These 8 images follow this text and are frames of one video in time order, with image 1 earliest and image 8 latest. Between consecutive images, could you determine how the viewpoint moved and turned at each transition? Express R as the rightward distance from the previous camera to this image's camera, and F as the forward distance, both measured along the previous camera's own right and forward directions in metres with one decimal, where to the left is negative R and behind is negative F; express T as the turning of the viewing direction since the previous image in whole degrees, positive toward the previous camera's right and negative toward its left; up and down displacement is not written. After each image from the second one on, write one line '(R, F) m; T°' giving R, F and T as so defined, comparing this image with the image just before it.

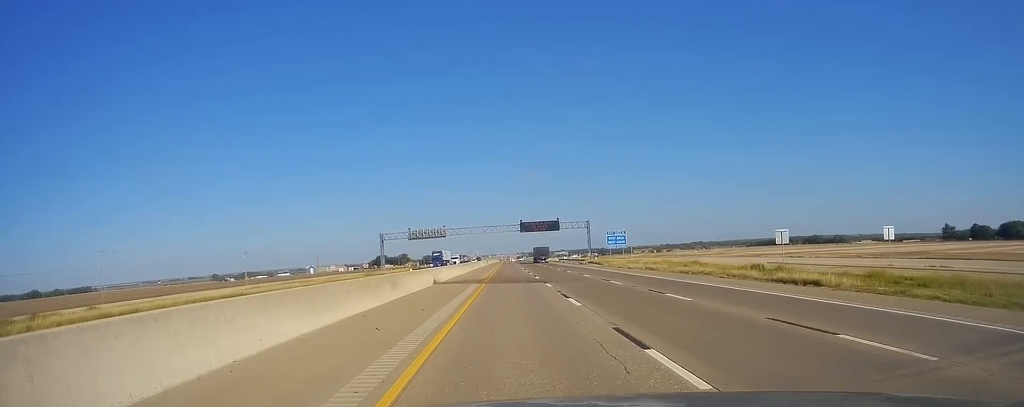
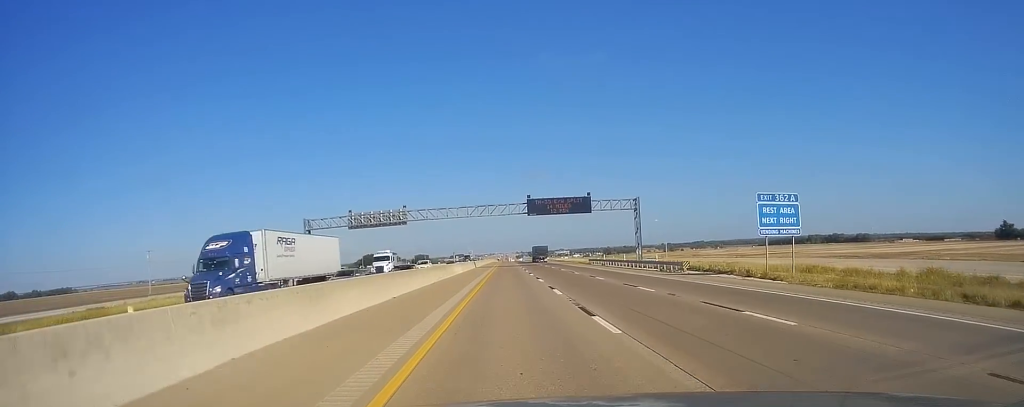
(+0.1, +56.1) m; +1°
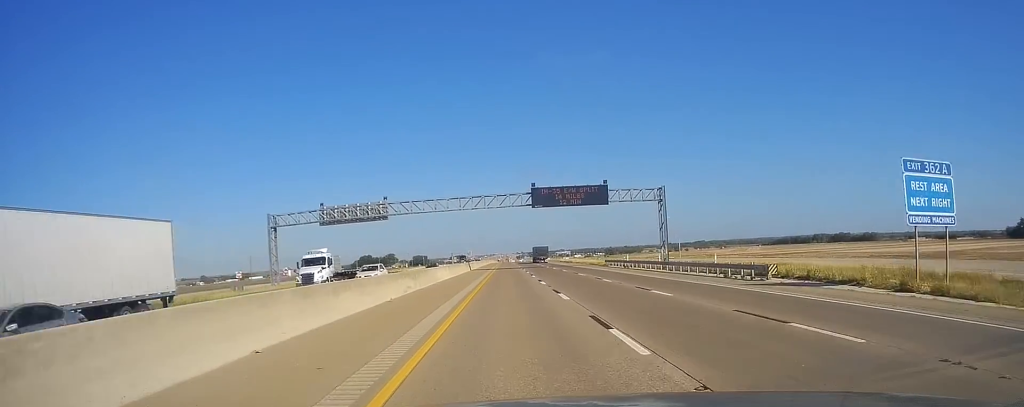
(+0.4, +14.9) m; 0°
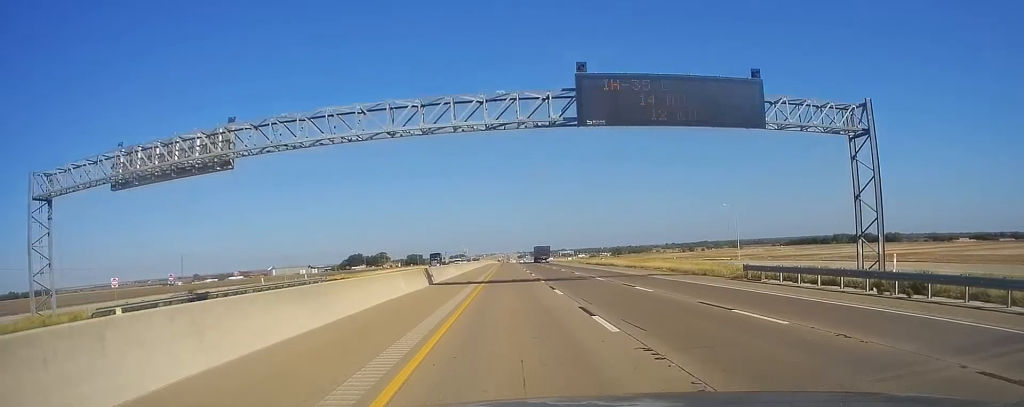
(-0.3, +45.7) m; -1°
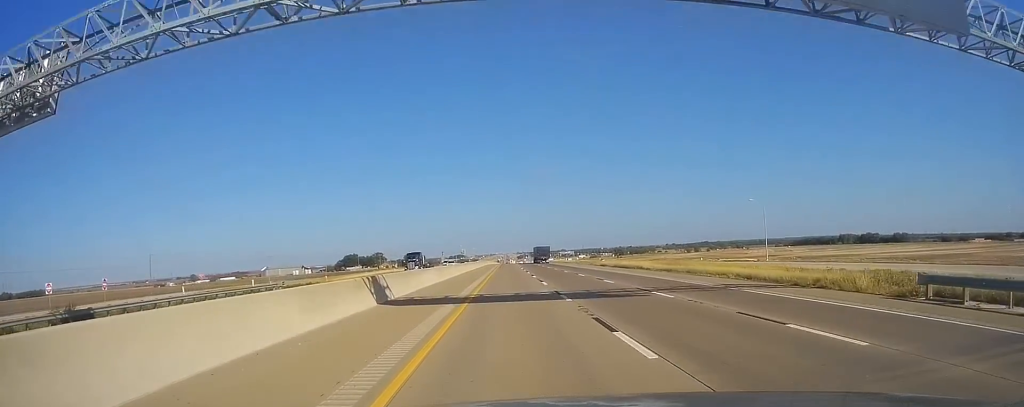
(-0.1, +15.4) m; 0°
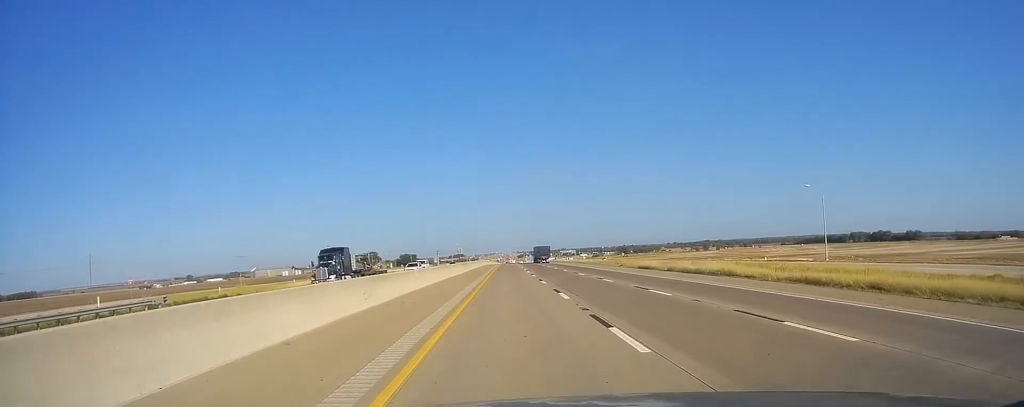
(0.0, +24.0) m; 0°
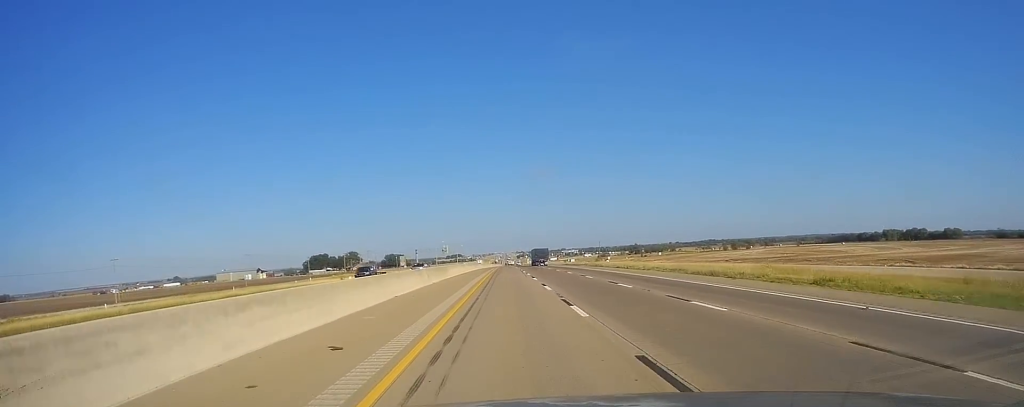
(+0.4, +66.6) m; 0°
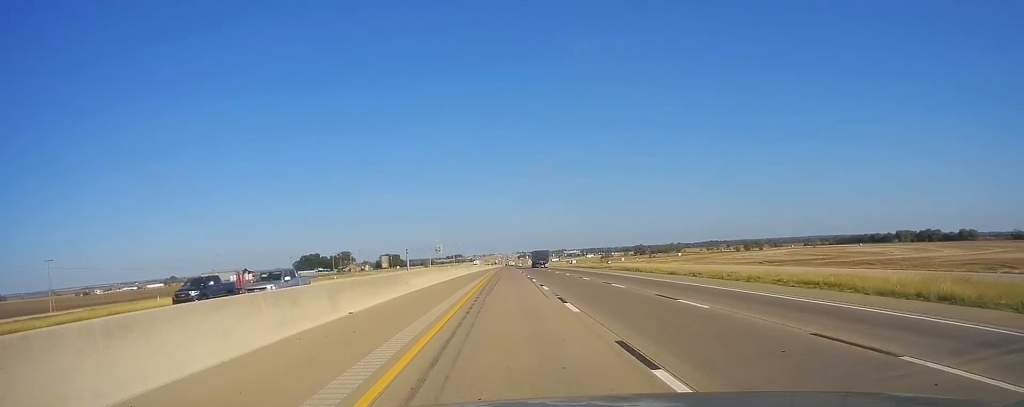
(-0.2, +22.8) m; 0°
